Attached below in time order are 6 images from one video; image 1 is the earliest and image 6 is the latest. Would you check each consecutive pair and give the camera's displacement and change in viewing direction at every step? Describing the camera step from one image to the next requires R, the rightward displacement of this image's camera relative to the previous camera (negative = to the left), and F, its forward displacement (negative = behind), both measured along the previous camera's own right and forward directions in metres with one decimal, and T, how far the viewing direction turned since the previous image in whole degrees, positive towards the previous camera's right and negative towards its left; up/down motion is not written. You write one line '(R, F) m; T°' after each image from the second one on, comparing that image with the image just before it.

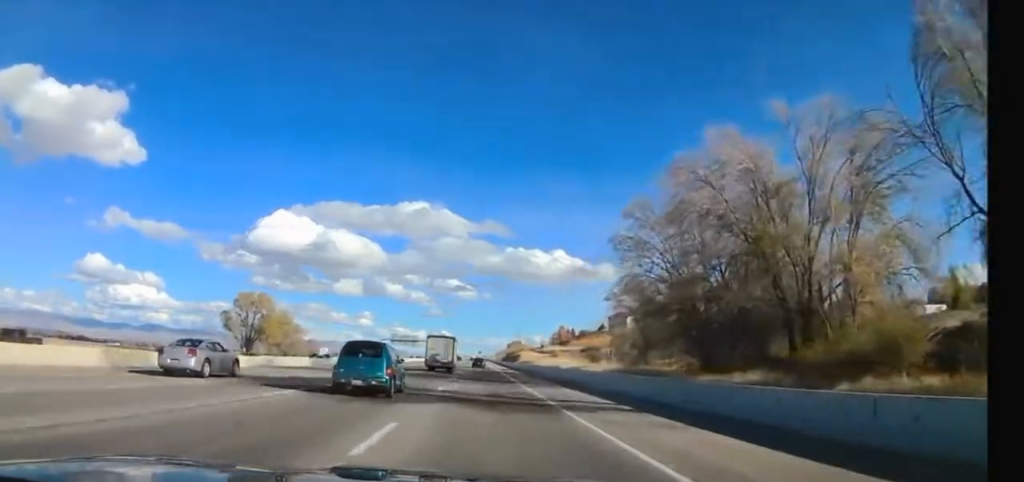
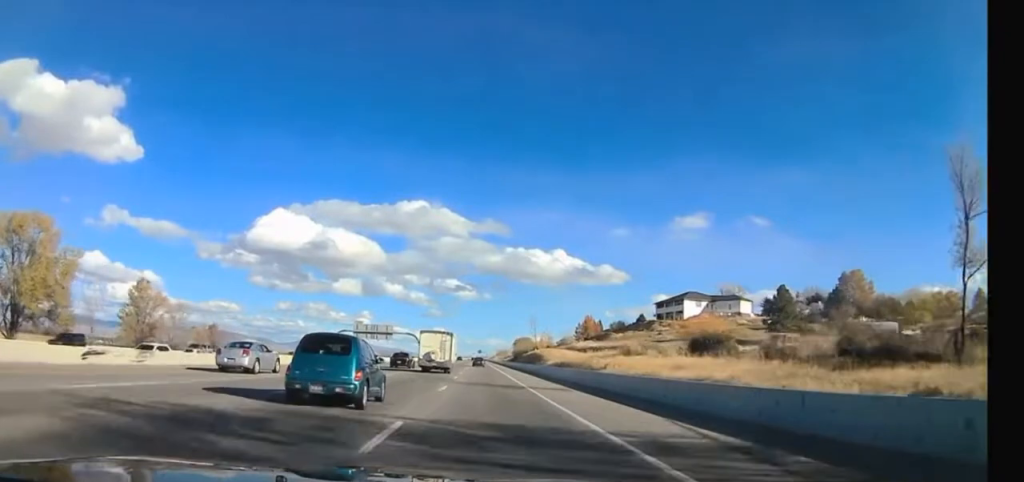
(-0.4, +72.9) m; -2°
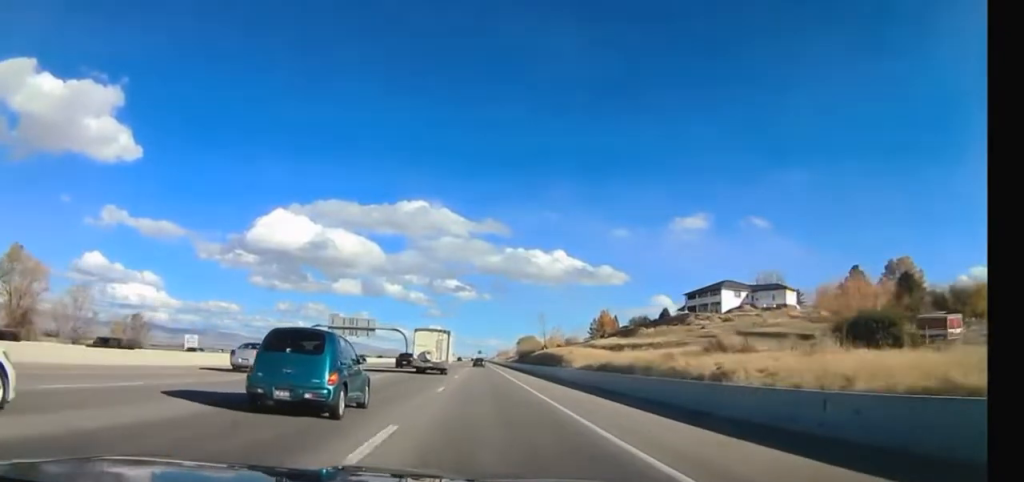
(-0.3, +26.5) m; -1°
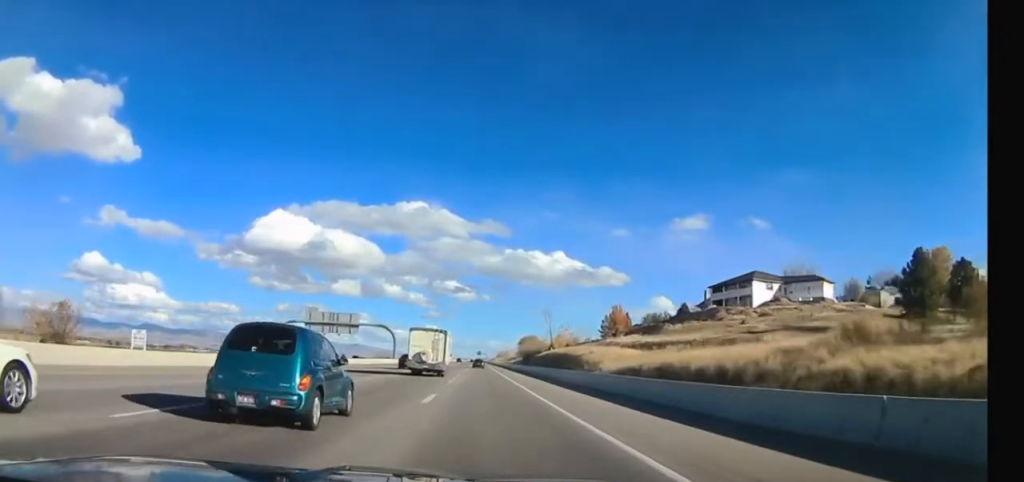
(-0.1, +17.9) m; +1°
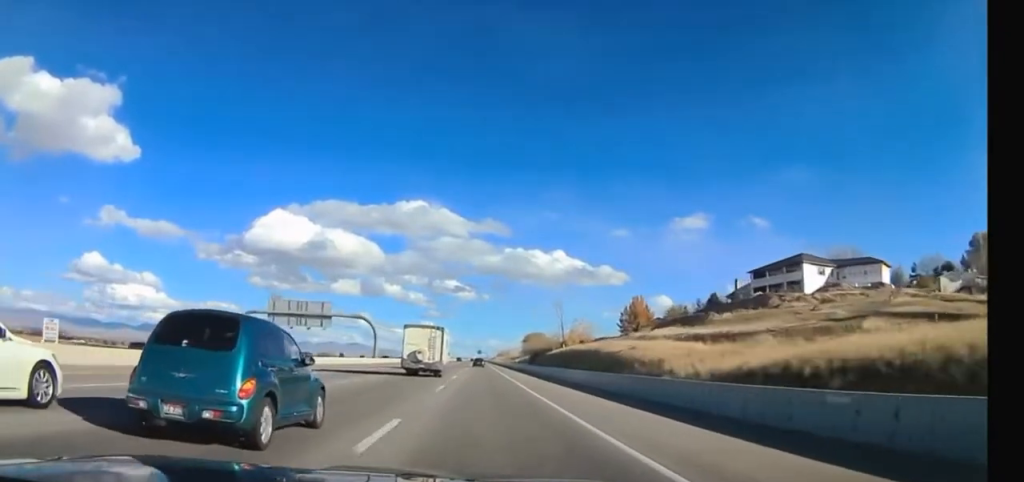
(+0.2, +22.8) m; +1°
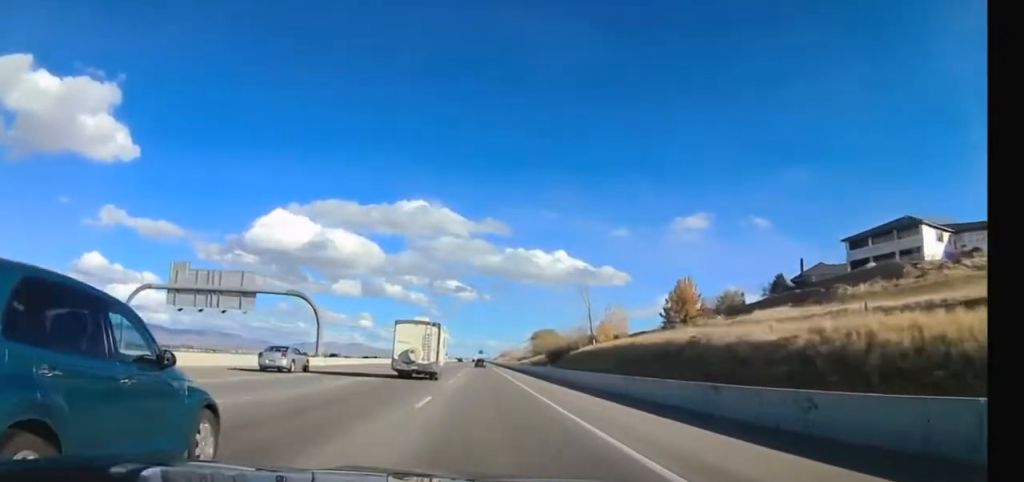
(+0.4, +38.3) m; +1°
